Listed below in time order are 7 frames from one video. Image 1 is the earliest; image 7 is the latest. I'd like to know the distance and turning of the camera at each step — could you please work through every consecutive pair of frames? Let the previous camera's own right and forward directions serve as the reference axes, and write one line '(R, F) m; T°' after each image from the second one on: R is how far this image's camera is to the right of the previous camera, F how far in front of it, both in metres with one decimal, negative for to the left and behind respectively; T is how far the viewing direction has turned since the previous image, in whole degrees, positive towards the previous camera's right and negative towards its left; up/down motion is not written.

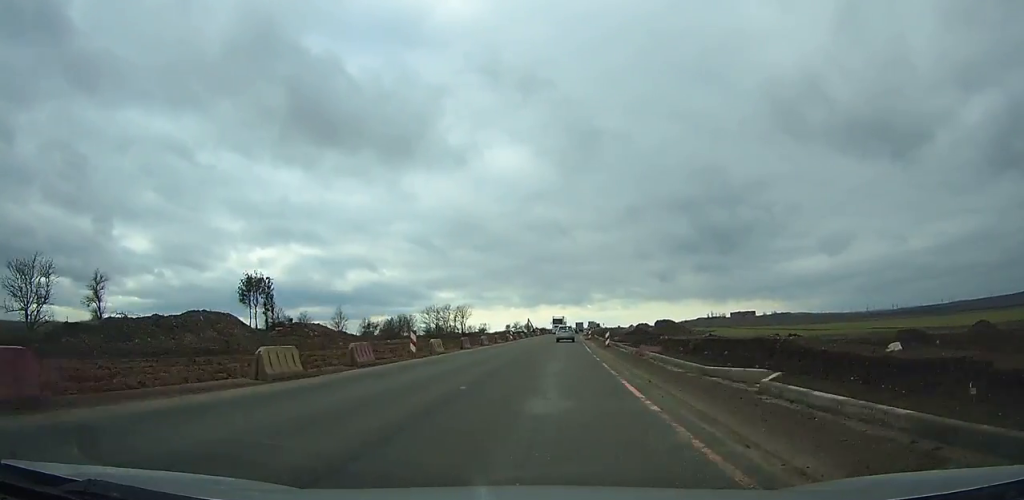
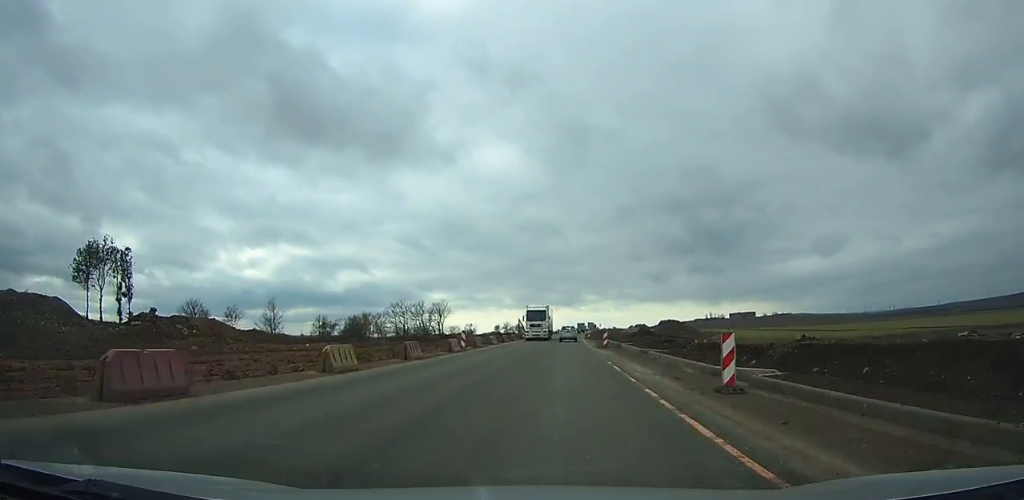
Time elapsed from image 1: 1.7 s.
(+0.1, +30.4) m; +1°
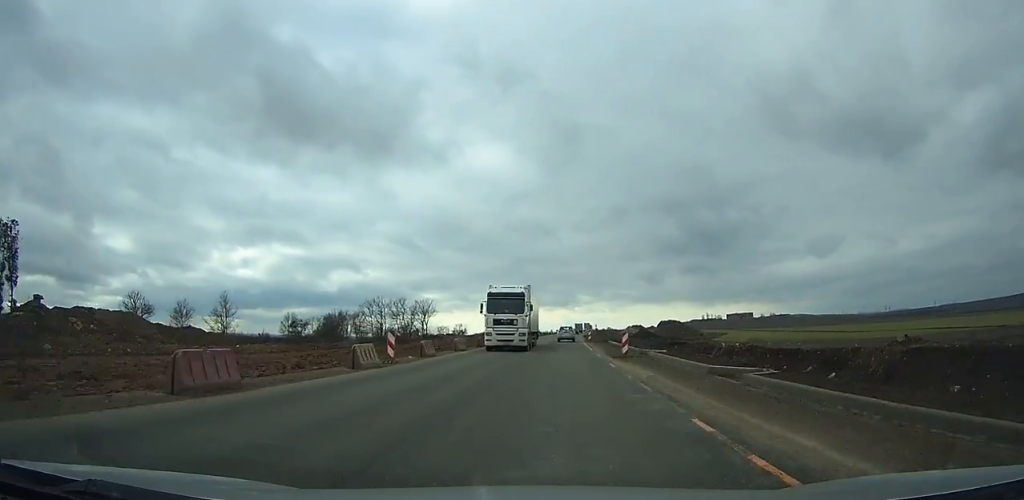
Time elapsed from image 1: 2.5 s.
(+0.1, +14.6) m; 0°
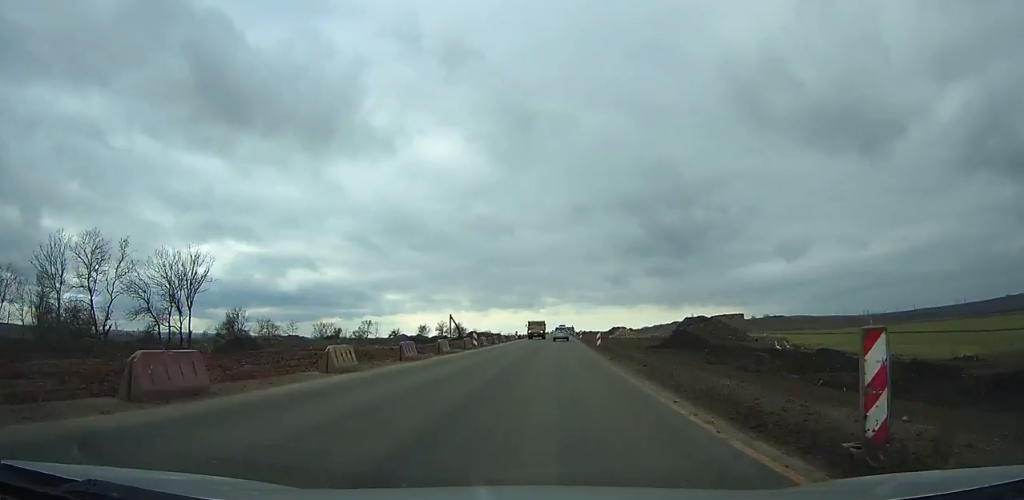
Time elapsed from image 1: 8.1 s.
(+2.4, +102.2) m; +3°
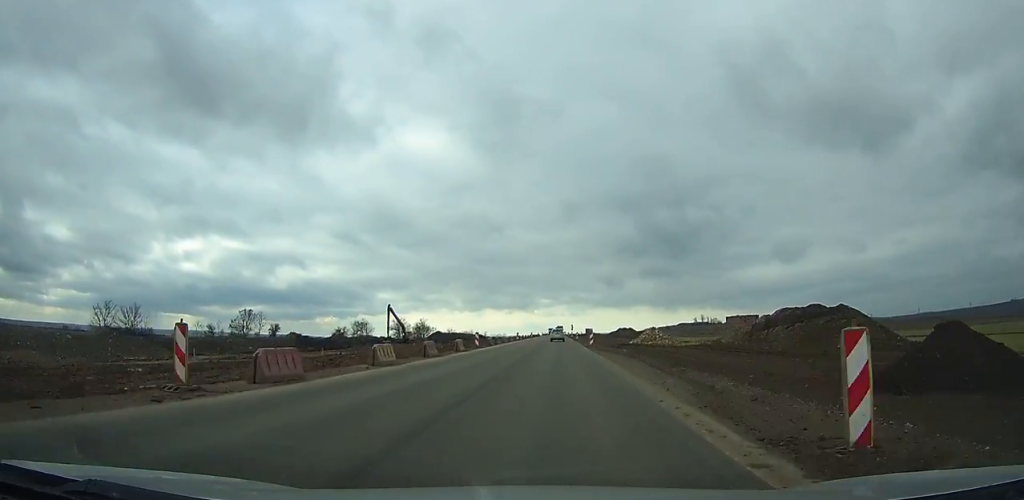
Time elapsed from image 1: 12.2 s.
(+0.7, +73.8) m; 0°
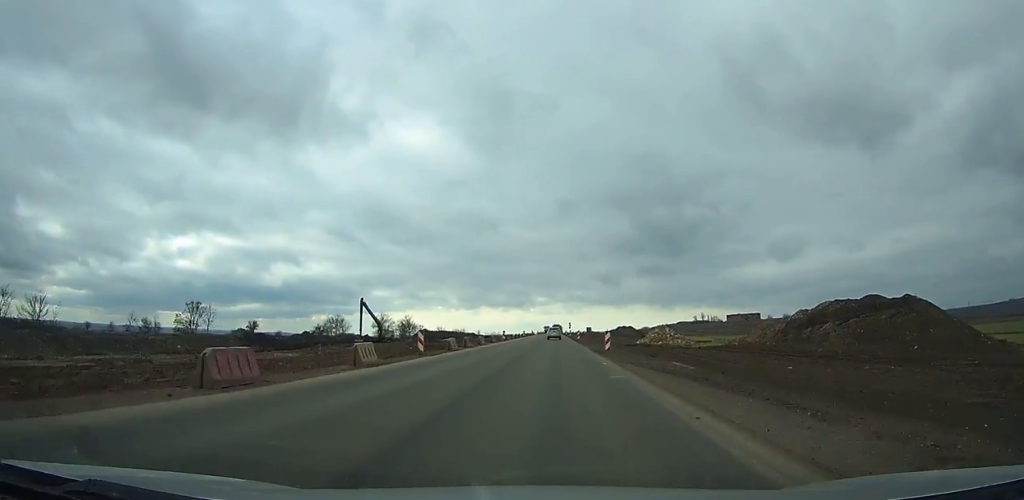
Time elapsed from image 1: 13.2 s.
(0.0, +17.6) m; 0°
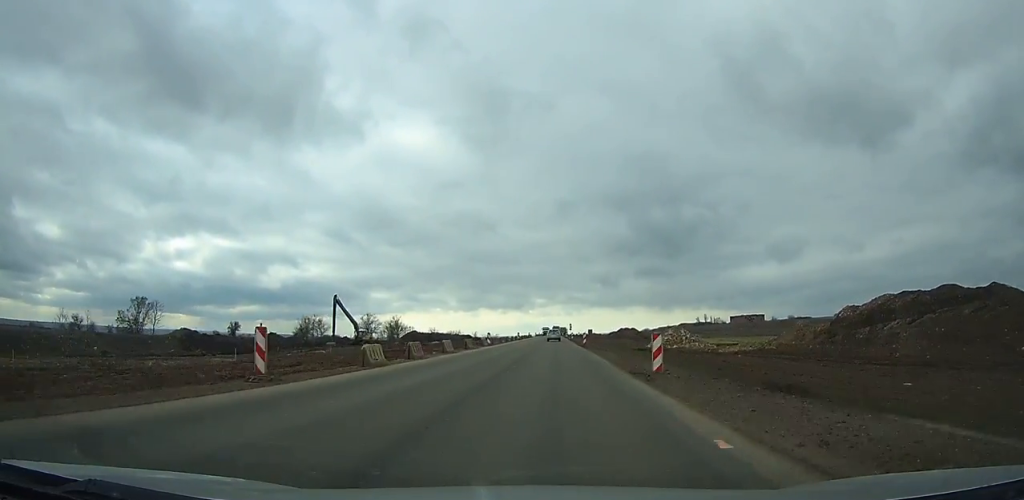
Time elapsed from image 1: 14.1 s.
(0.0, +15.2) m; 0°
